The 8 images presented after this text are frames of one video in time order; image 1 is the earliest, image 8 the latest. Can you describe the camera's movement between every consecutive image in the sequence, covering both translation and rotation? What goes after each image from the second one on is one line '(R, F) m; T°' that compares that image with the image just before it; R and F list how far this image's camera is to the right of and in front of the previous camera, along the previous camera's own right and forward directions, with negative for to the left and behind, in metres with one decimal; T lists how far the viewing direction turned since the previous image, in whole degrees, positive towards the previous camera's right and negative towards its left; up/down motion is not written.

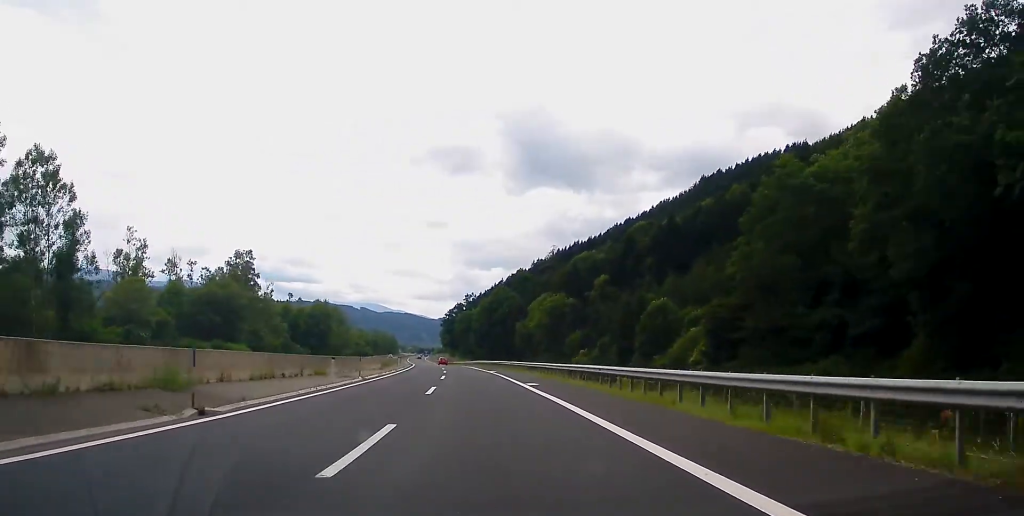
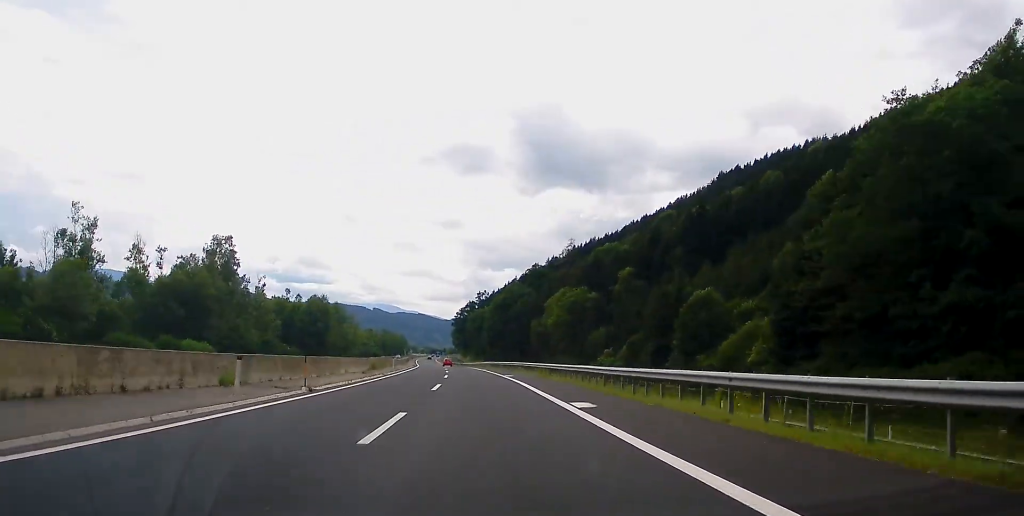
(-0.1, +15.0) m; -1°
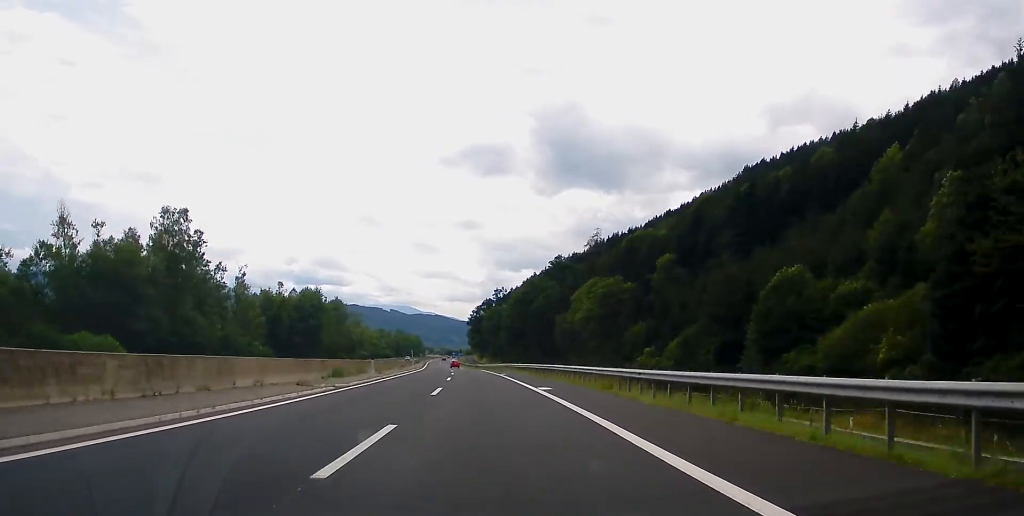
(-0.3, +21.1) m; -1°
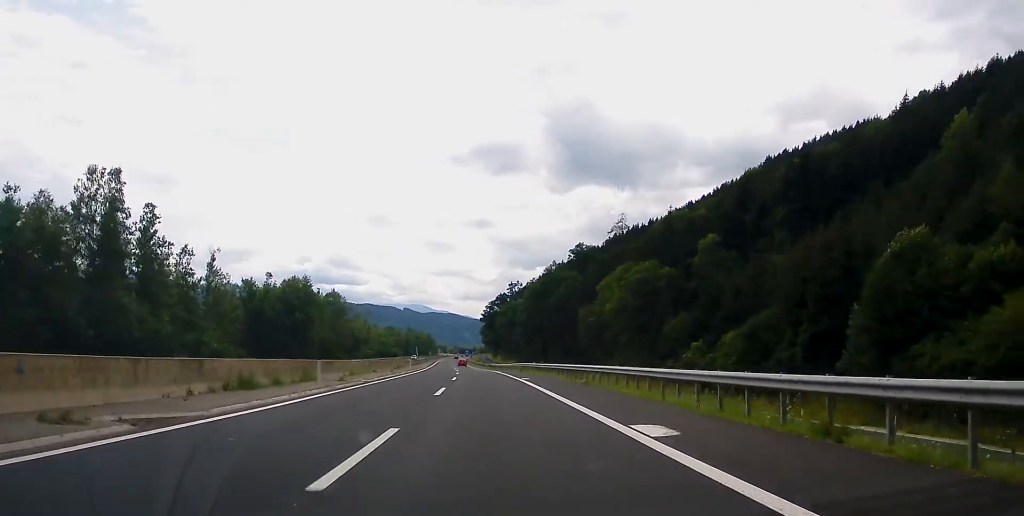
(-0.1, +18.7) m; -1°
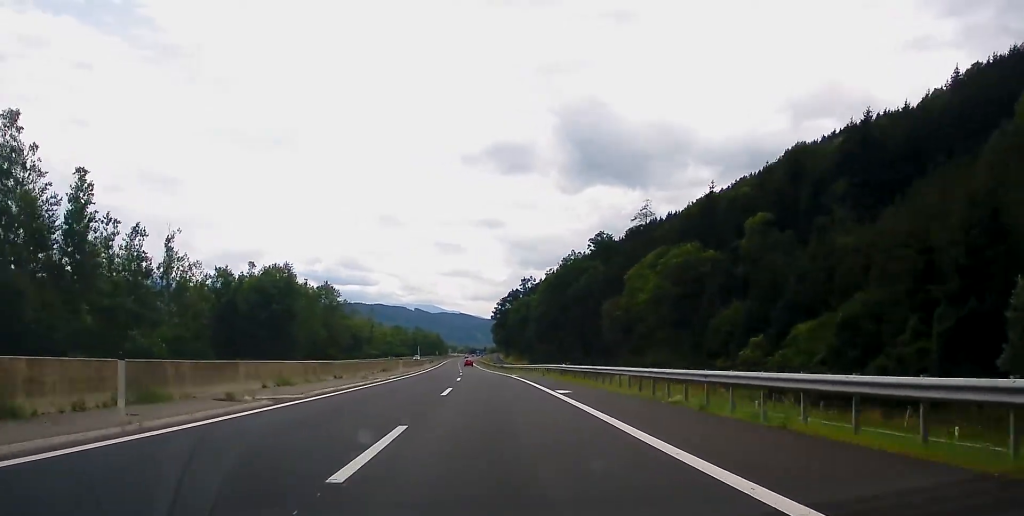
(-0.1, +17.5) m; 0°
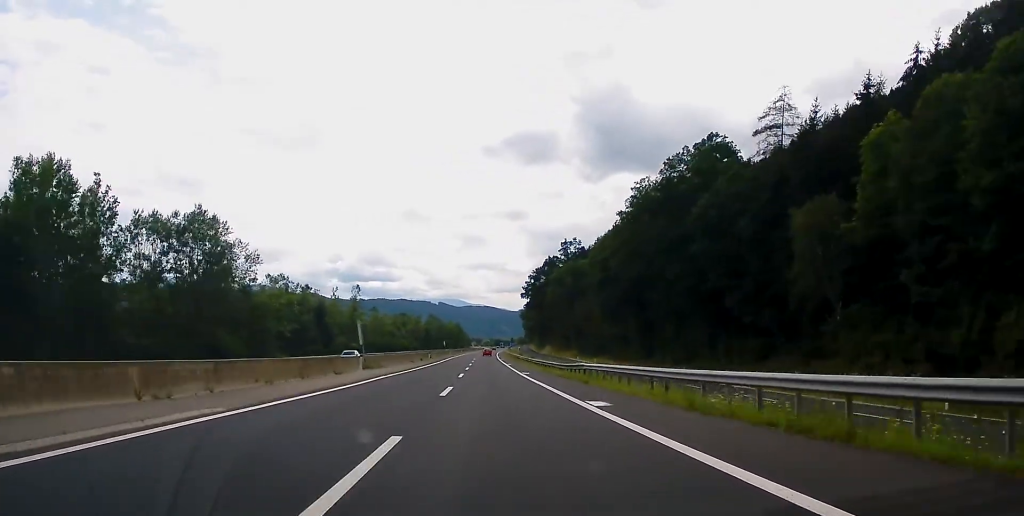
(-0.9, +74.0) m; -1°
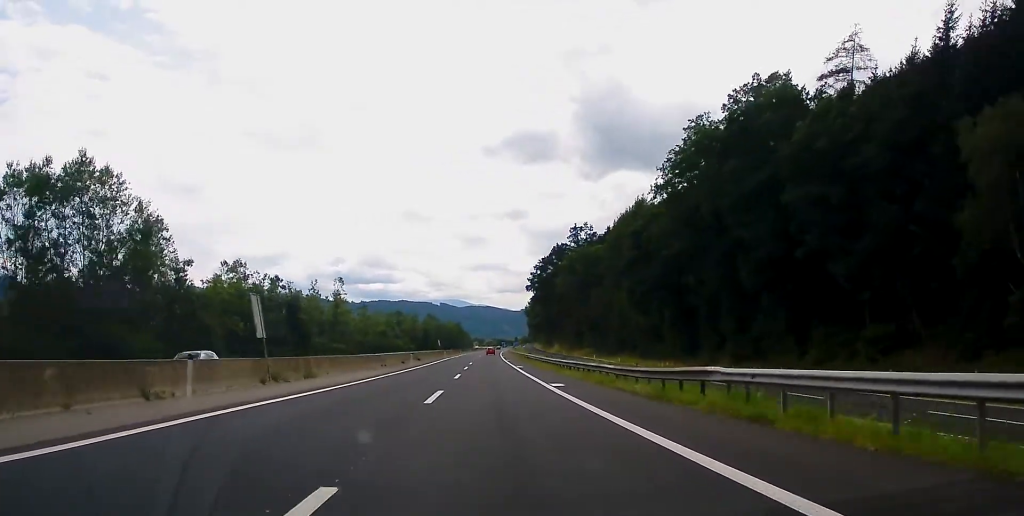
(-0.2, +22.5) m; 0°
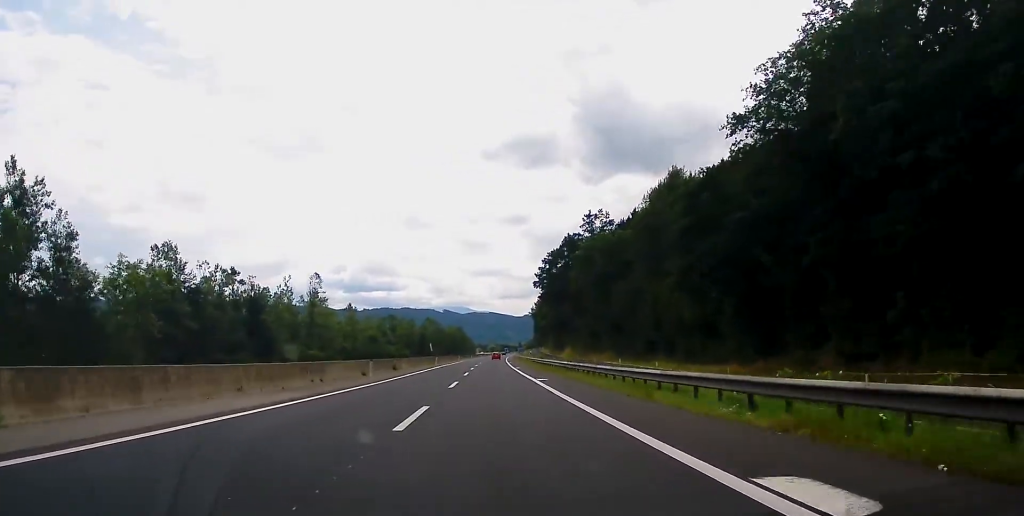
(+0.1, +23.7) m; 0°
